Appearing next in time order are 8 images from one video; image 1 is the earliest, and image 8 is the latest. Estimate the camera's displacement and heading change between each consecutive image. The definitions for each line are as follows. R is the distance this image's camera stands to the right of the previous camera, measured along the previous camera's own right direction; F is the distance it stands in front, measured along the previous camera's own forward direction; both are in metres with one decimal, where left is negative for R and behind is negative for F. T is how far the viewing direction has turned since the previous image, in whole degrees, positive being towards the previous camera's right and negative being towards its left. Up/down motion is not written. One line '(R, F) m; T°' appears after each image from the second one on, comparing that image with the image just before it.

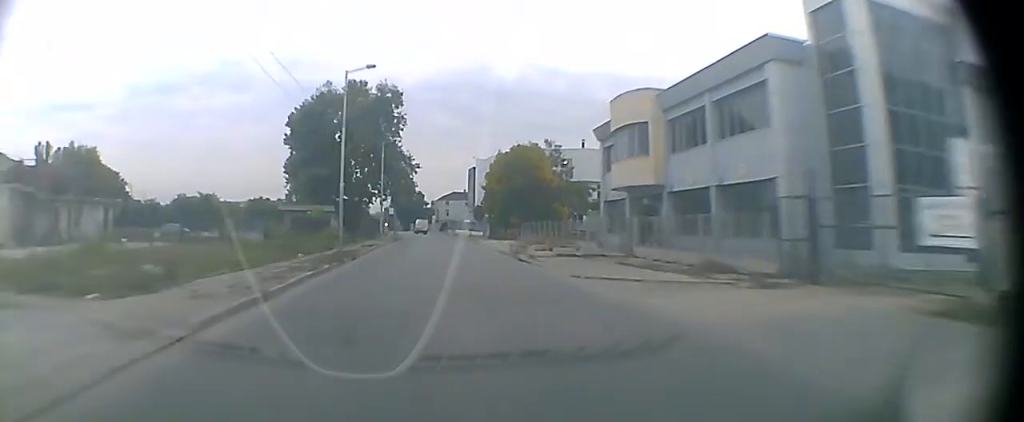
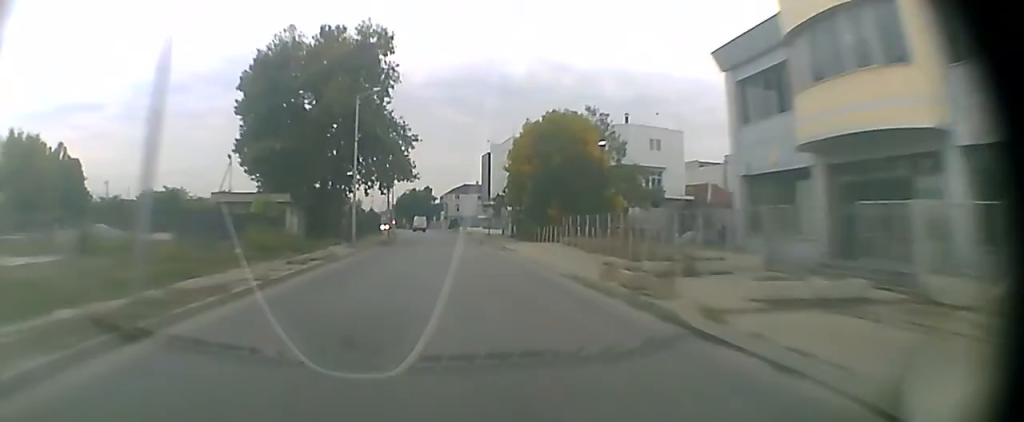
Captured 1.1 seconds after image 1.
(+0.1, +21.7) m; 0°
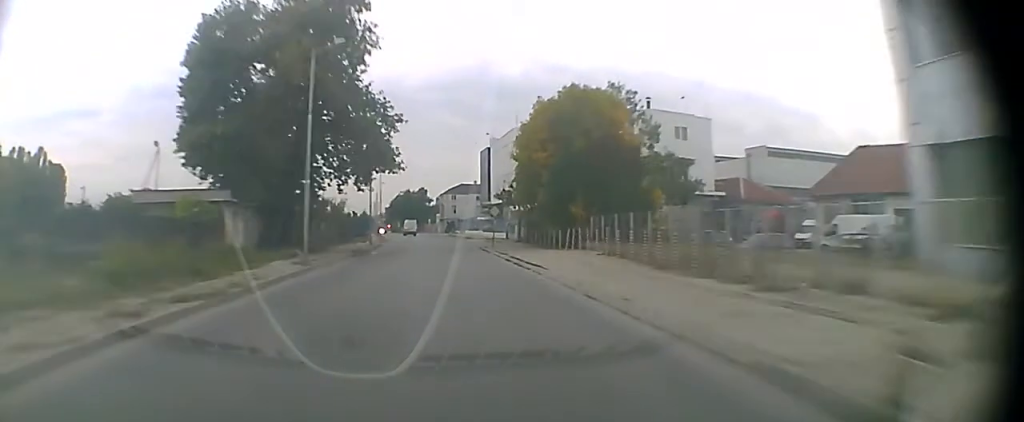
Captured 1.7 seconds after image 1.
(0.0, +10.1) m; 0°
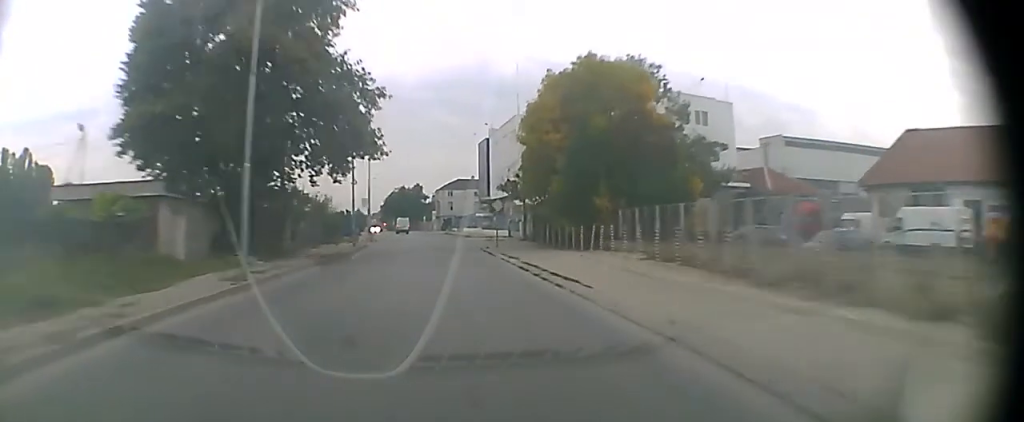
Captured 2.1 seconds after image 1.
(0.0, +7.6) m; 0°
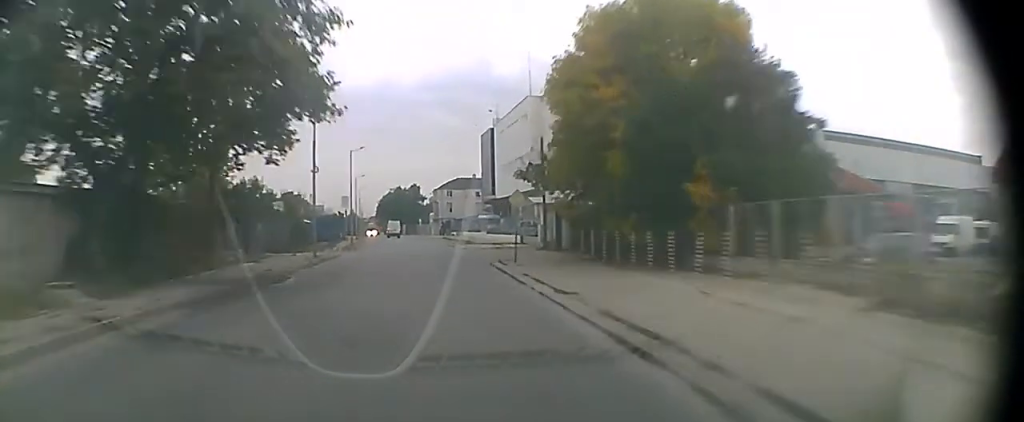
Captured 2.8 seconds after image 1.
(0.0, +13.8) m; 0°
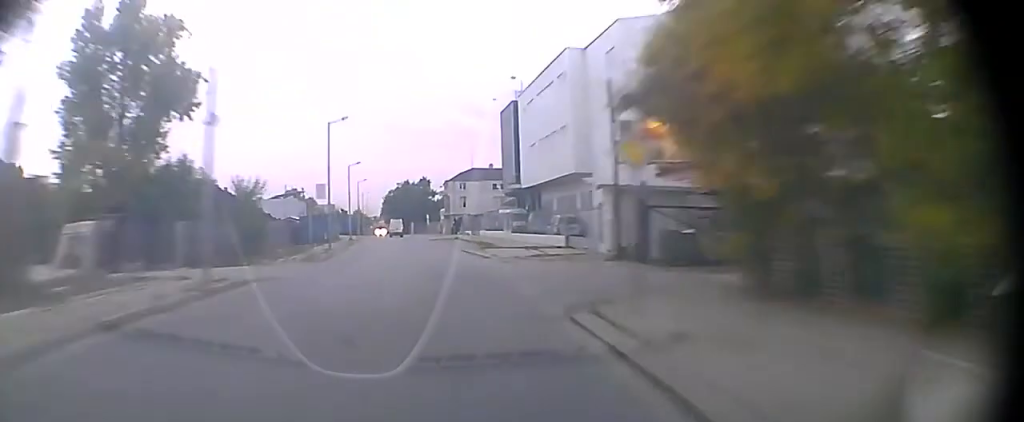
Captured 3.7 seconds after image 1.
(-0.1, +17.2) m; -1°
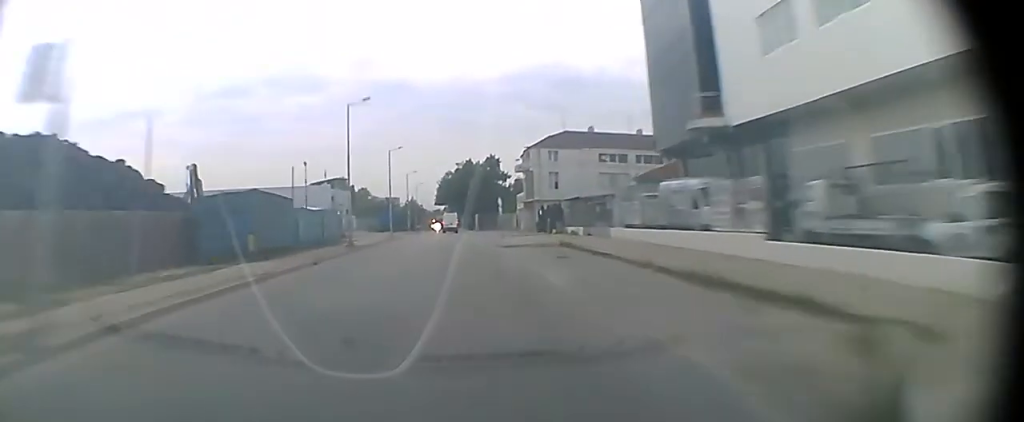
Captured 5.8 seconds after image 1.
(-1.6, +36.7) m; -4°
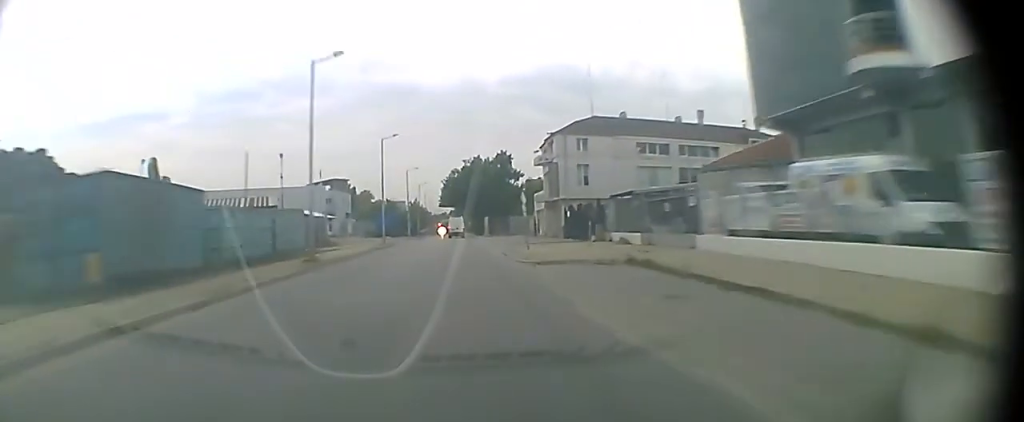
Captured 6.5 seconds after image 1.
(0.0, +12.7) m; 0°
